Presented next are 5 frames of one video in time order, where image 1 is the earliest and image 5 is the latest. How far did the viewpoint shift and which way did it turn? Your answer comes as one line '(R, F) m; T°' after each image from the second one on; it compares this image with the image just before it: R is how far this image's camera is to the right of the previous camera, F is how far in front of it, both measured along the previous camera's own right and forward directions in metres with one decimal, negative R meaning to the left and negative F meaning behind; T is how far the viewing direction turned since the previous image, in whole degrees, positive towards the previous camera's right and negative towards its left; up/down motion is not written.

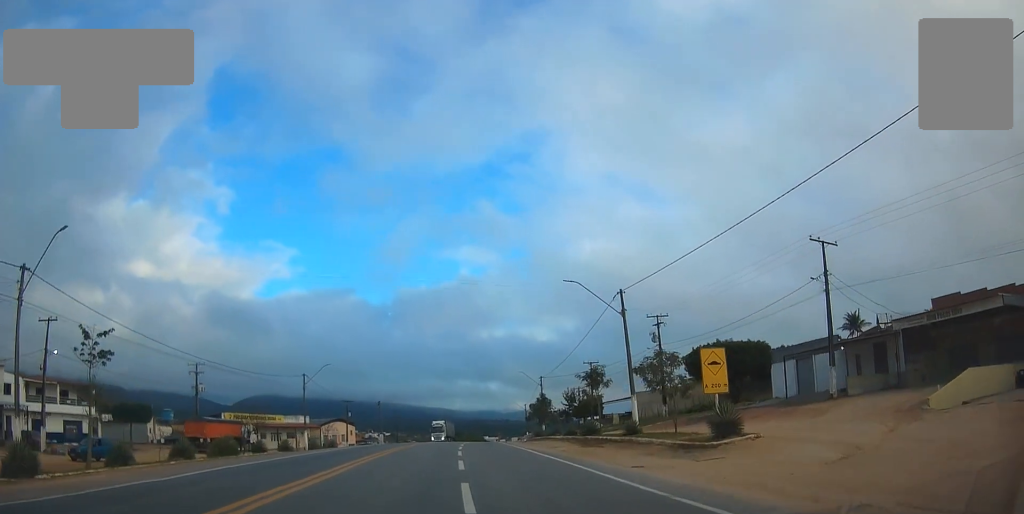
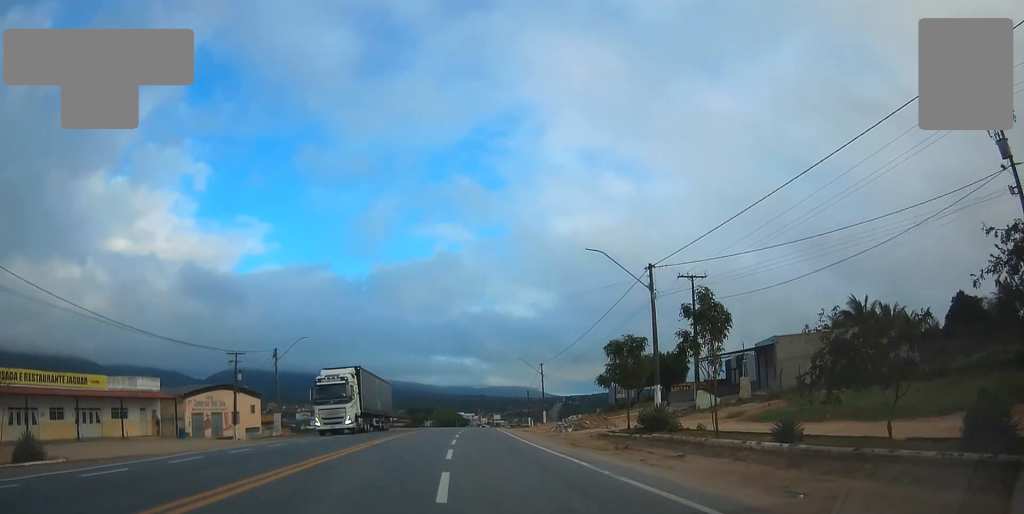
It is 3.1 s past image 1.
(+1.8, +45.4) m; +2°
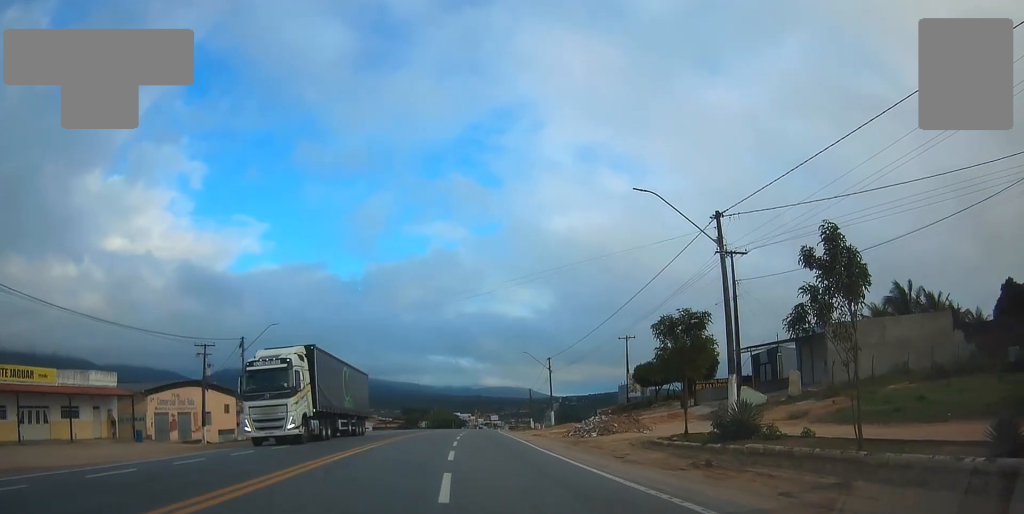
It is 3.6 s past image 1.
(+0.2, +7.5) m; 0°
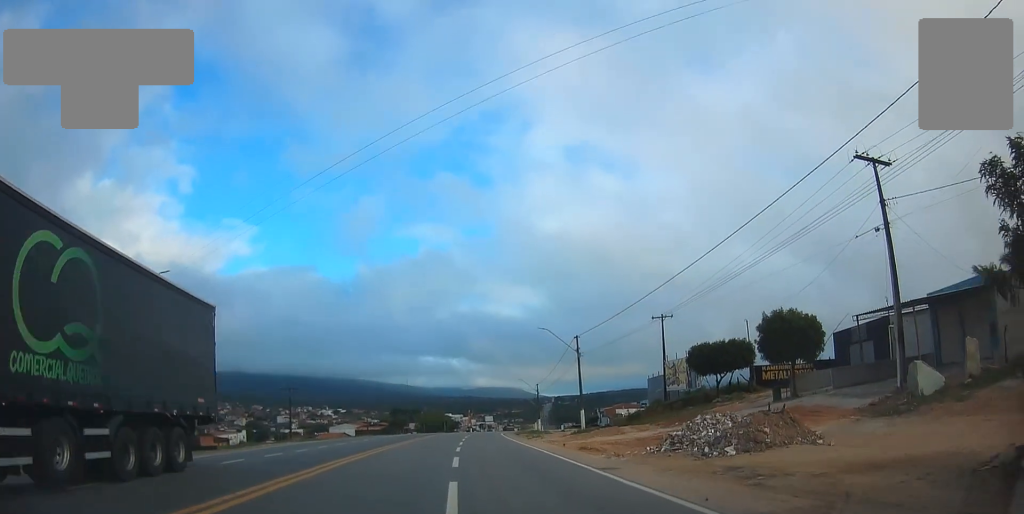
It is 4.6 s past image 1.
(-0.2, +16.6) m; 0°
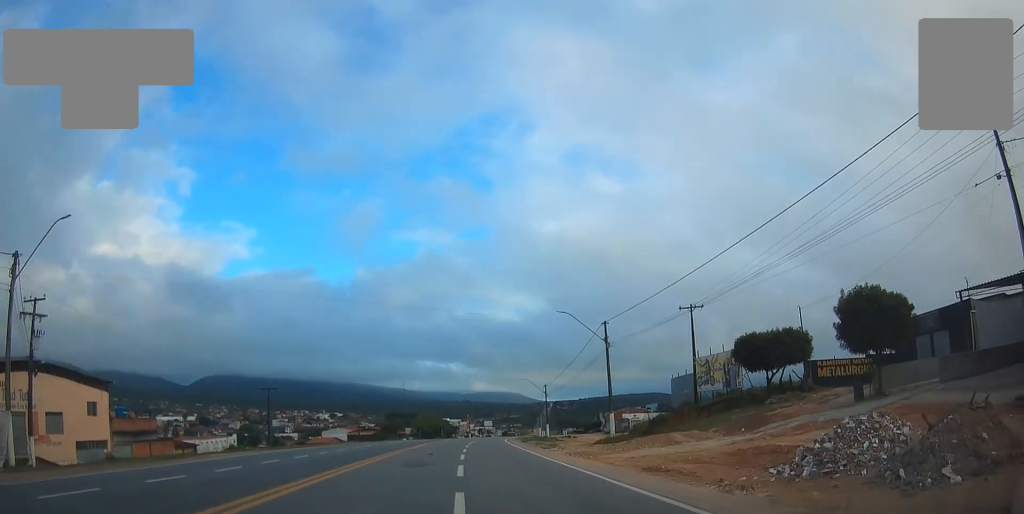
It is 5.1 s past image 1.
(0.0, +8.3) m; 0°
